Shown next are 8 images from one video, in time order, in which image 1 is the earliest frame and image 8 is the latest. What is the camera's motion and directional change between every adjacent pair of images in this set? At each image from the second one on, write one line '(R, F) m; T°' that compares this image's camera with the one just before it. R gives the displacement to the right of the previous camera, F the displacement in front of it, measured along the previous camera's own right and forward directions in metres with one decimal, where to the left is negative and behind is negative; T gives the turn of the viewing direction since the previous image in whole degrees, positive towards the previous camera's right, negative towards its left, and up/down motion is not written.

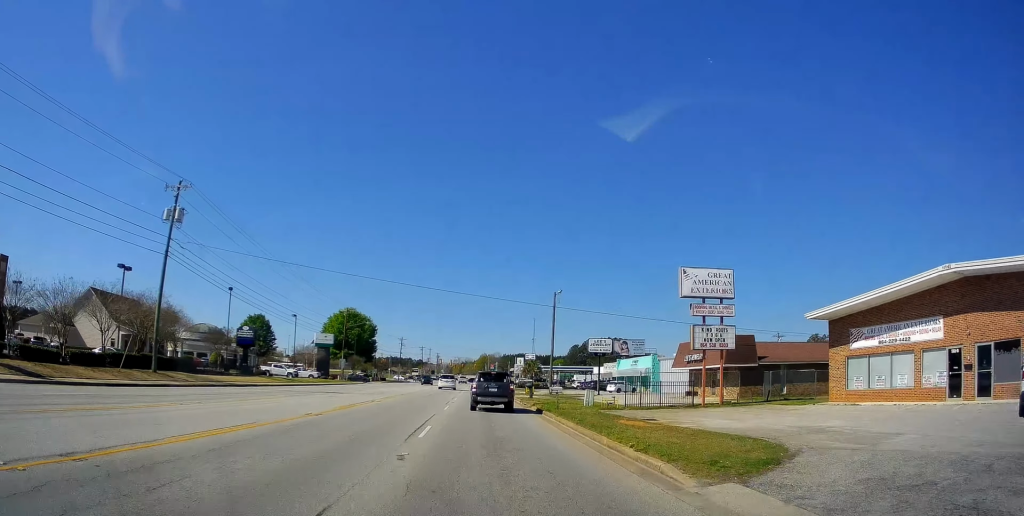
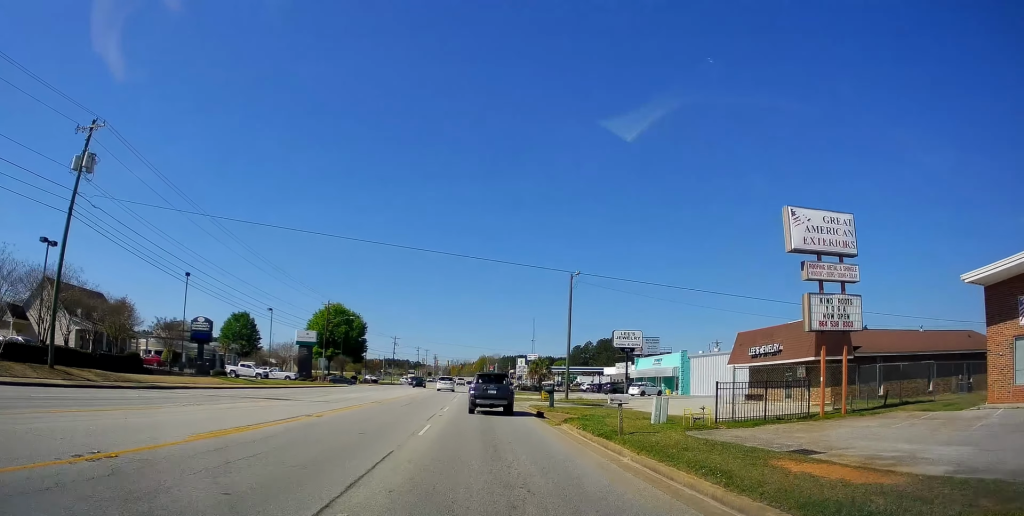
(-0.4, +12.7) m; +2°
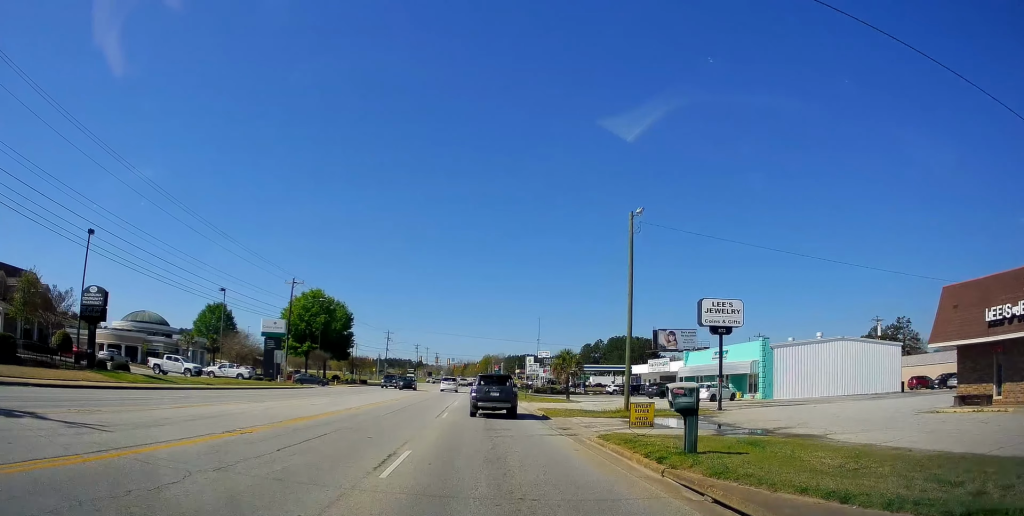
(+0.5, +19.7) m; -1°
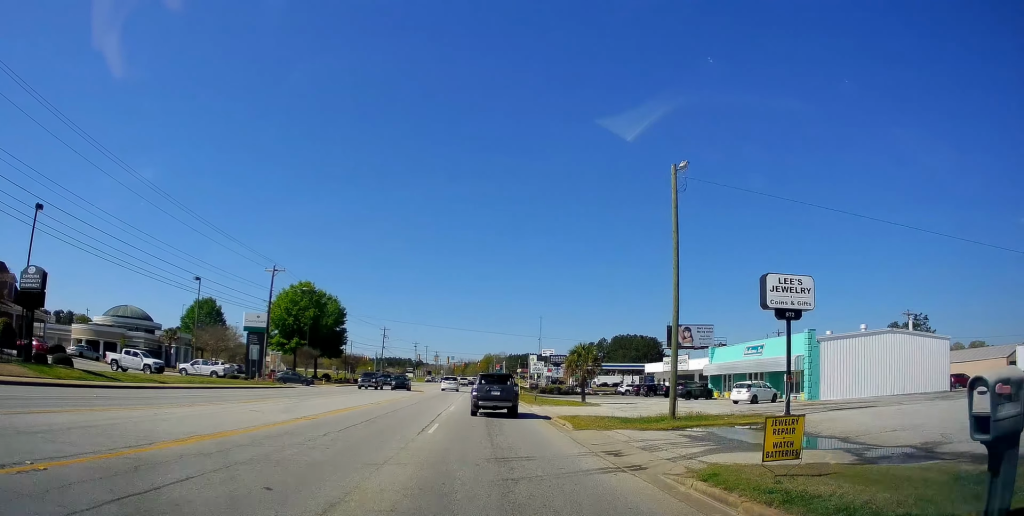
(-0.2, +7.4) m; -1°
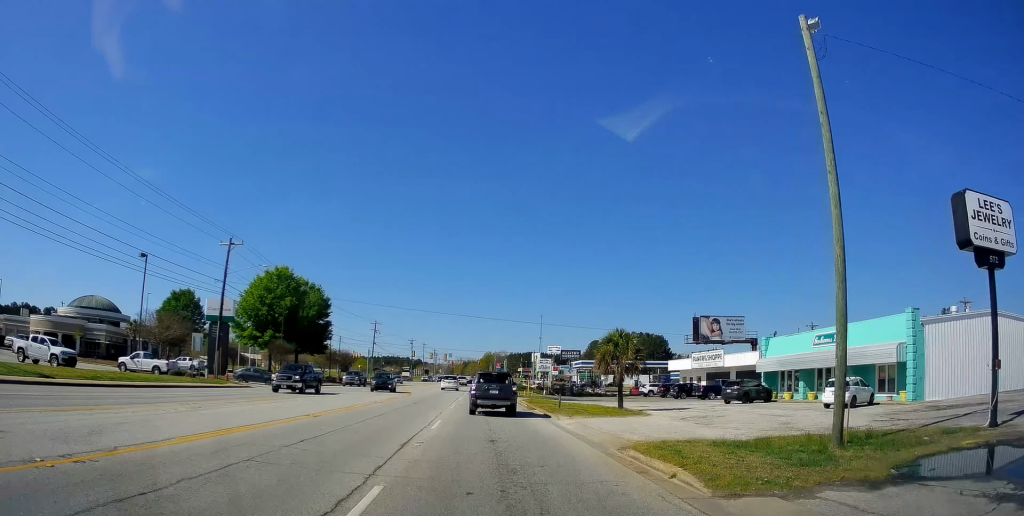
(+0.2, +11.7) m; +1°
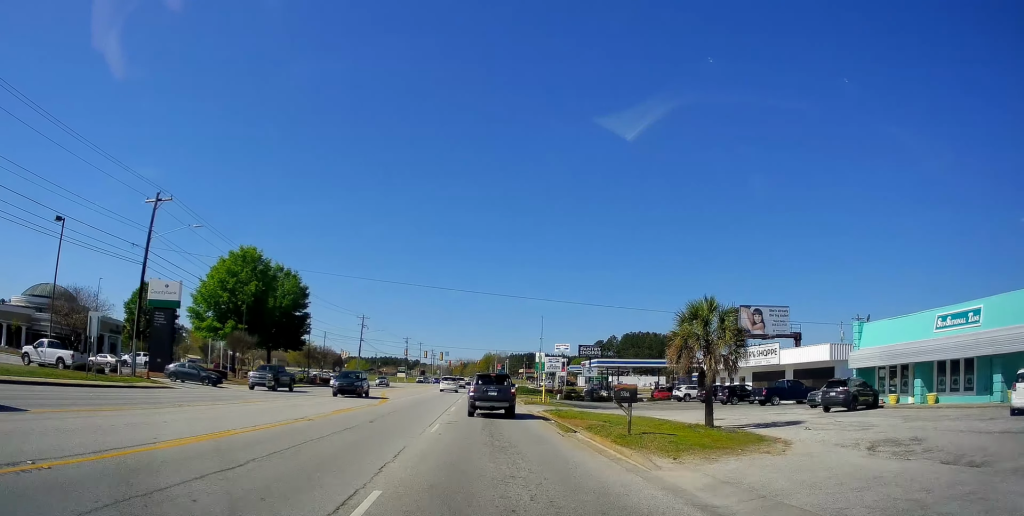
(+0.1, +12.7) m; 0°
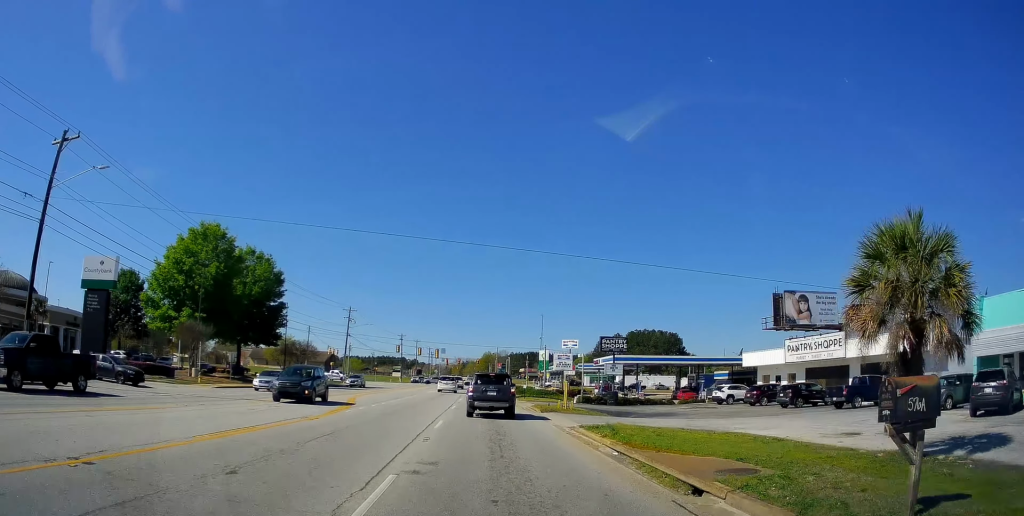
(-0.2, +10.5) m; -2°
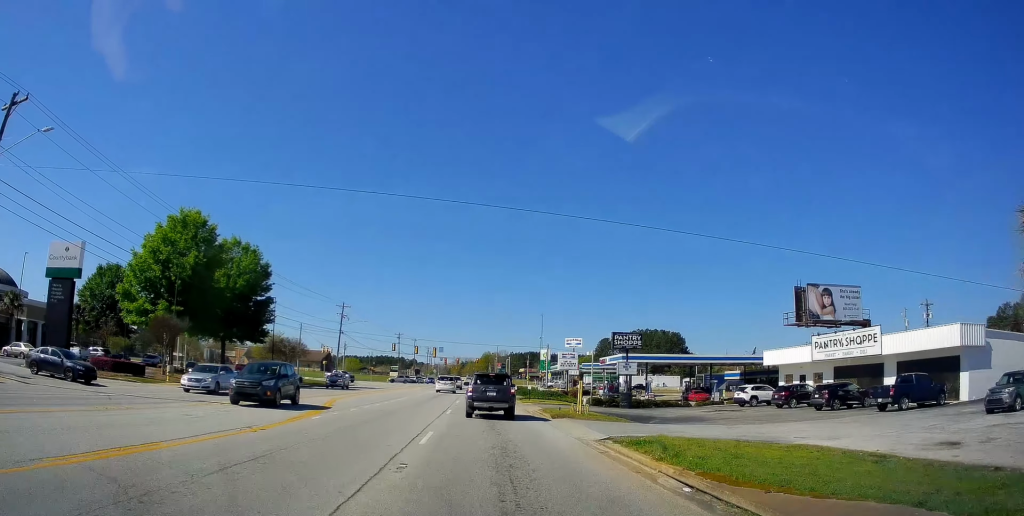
(-0.3, +4.6) m; -1°
